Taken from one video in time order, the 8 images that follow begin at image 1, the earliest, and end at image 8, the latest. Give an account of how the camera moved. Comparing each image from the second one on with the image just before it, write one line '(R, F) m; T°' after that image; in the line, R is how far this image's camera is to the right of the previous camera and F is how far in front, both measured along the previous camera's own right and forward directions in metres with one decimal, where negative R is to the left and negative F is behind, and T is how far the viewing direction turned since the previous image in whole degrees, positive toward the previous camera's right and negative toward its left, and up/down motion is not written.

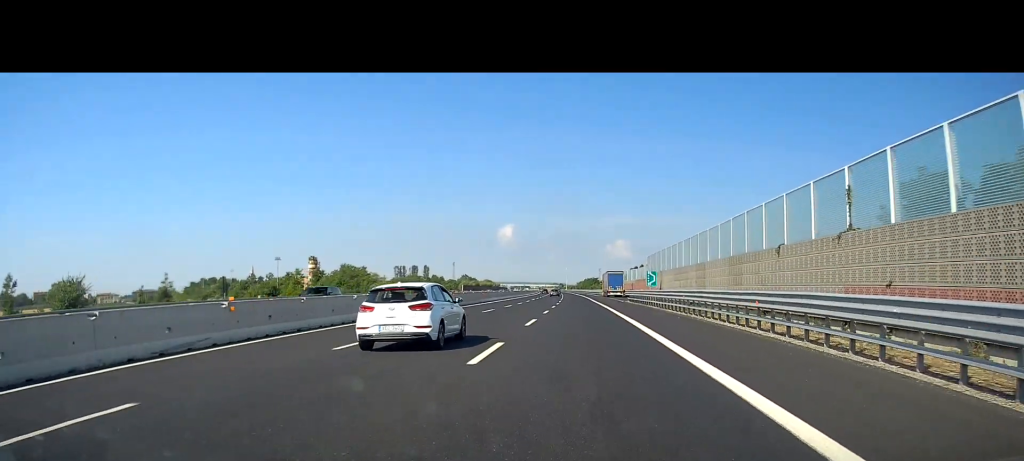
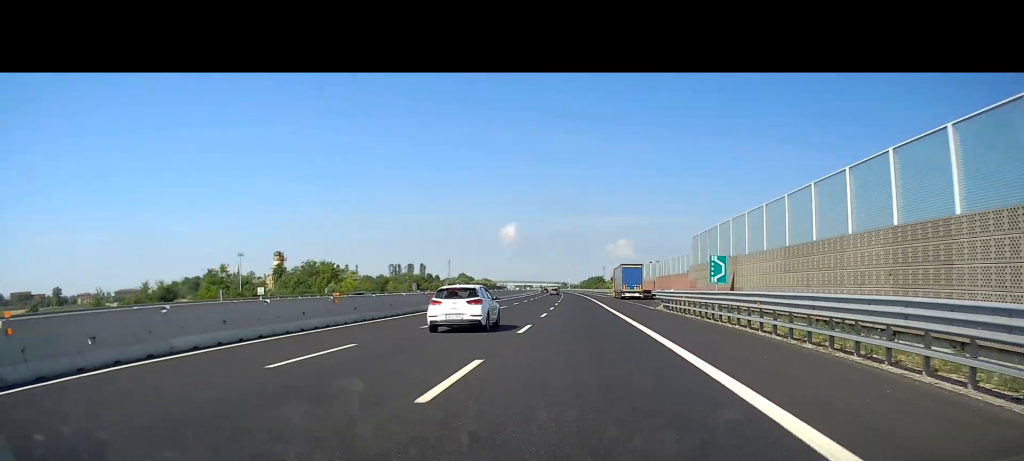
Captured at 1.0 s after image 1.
(+0.1, +26.7) m; 0°
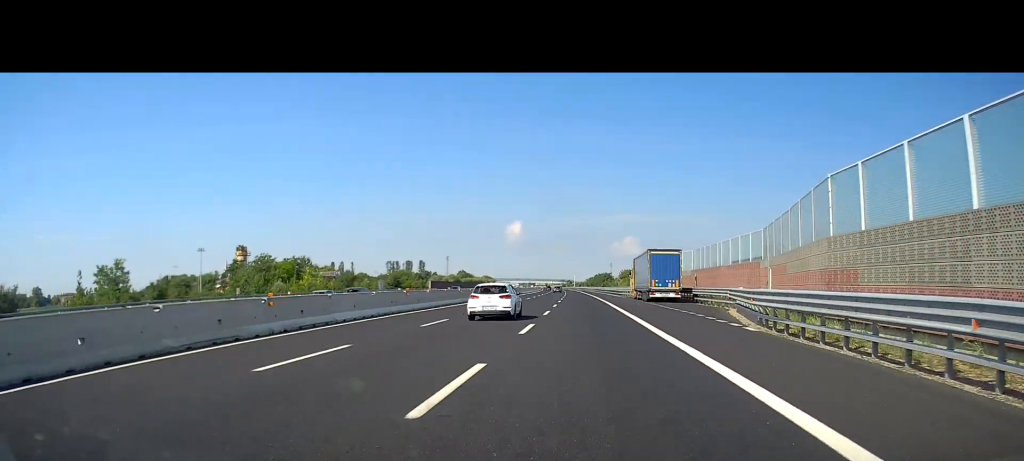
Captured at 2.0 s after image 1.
(0.0, +24.2) m; -1°
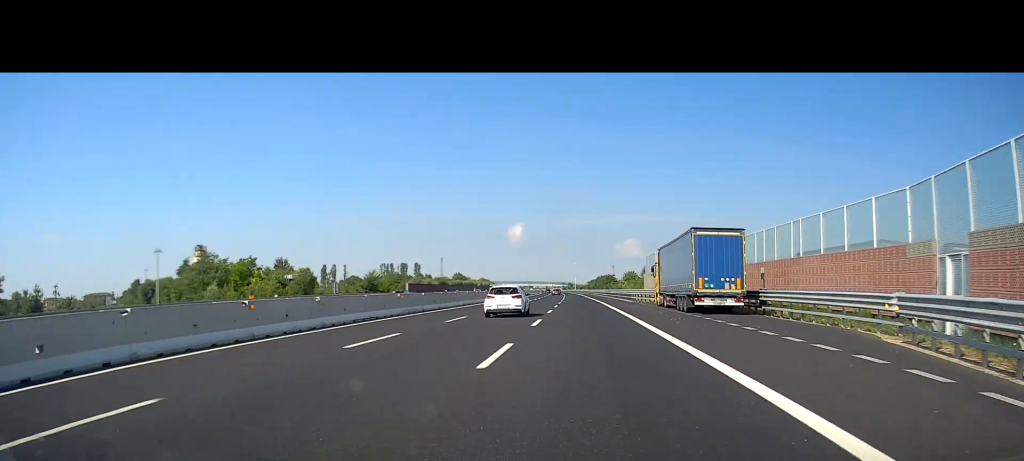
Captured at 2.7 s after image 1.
(-0.2, +19.1) m; 0°
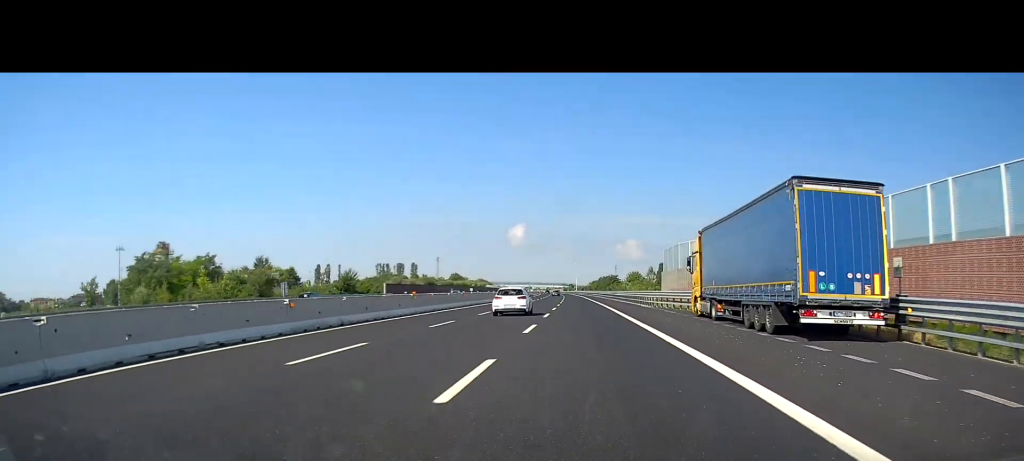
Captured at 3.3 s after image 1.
(0.0, +14.8) m; 0°
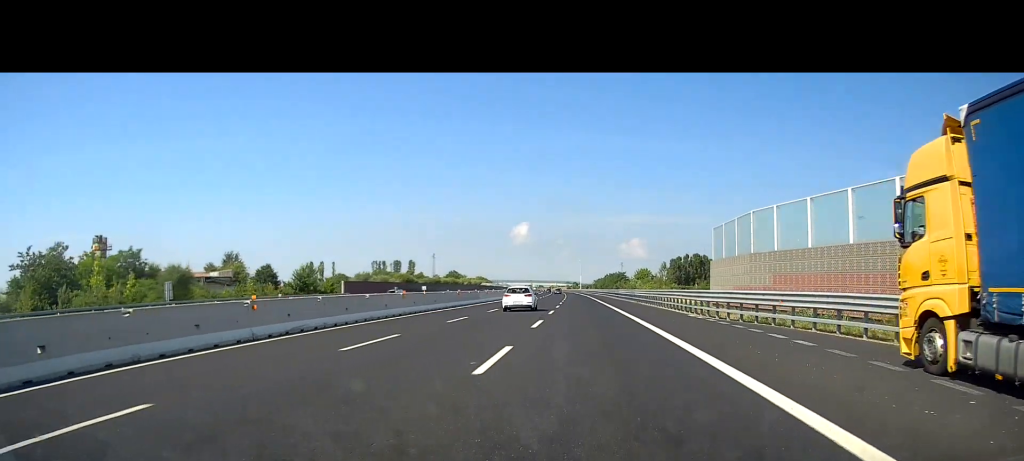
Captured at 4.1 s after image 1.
(+0.2, +20.9) m; 0°
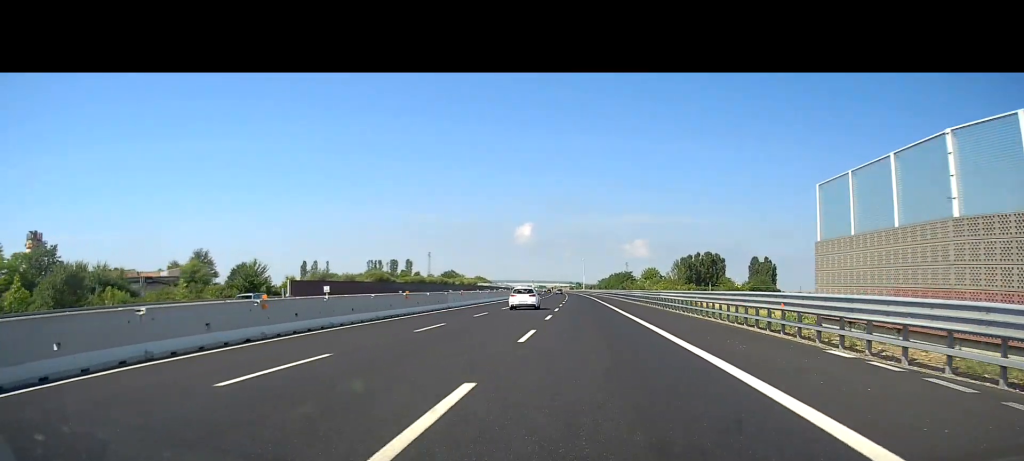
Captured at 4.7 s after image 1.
(-0.2, +17.5) m; -1°
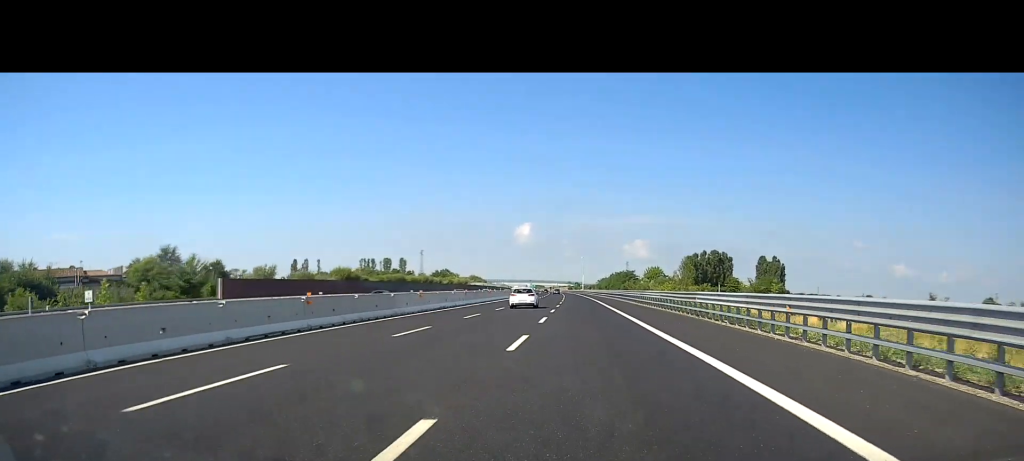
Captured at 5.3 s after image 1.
(0.0, +14.0) m; 0°
